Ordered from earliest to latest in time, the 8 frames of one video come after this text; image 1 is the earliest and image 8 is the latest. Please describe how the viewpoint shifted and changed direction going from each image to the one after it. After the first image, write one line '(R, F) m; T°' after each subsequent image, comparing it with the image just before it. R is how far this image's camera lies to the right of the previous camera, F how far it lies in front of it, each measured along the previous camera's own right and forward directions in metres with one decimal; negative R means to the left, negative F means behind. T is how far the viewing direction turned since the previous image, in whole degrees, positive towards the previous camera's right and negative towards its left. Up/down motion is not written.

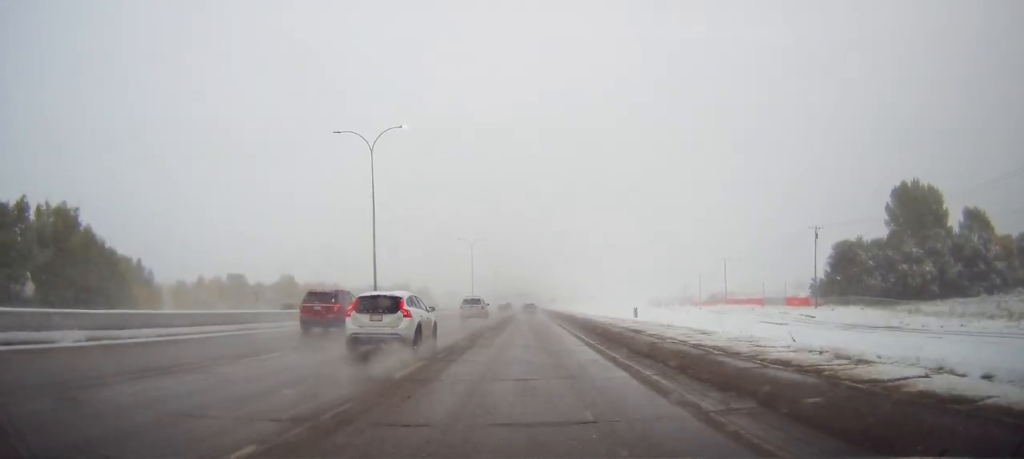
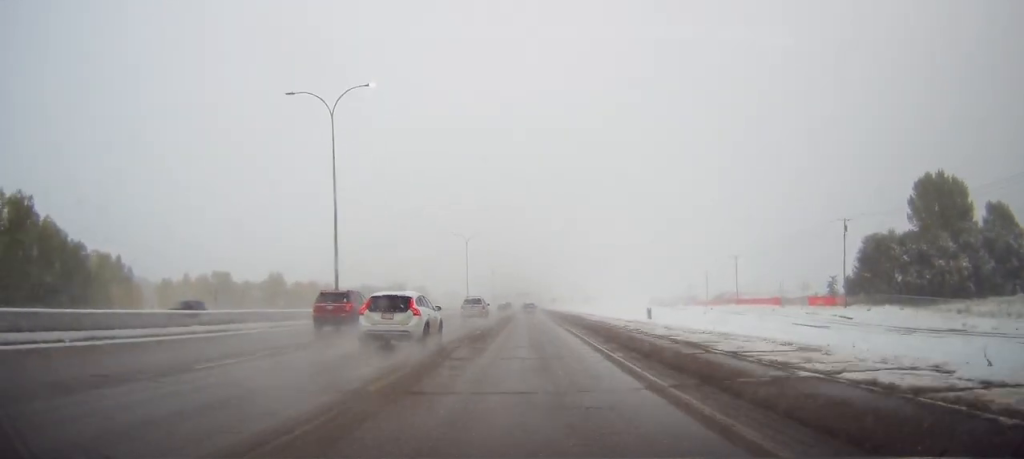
(+0.2, +10.8) m; -1°
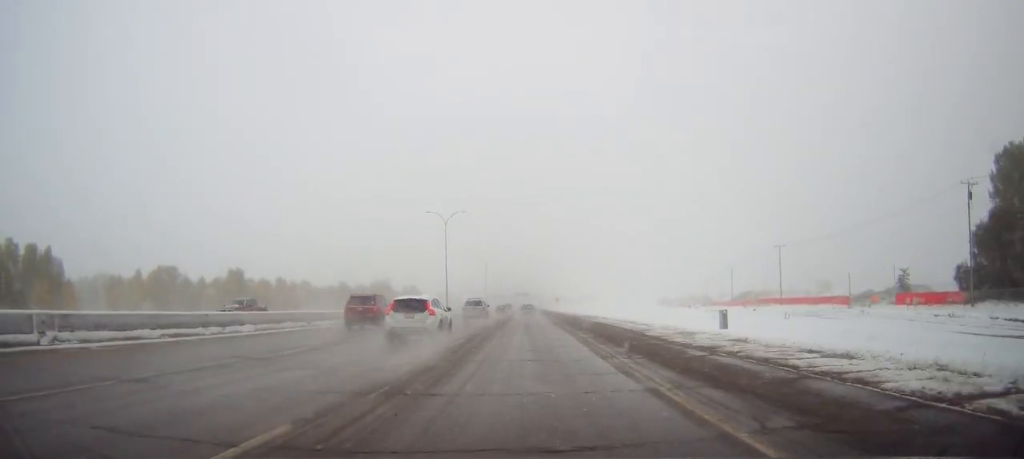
(-0.3, +32.2) m; +1°
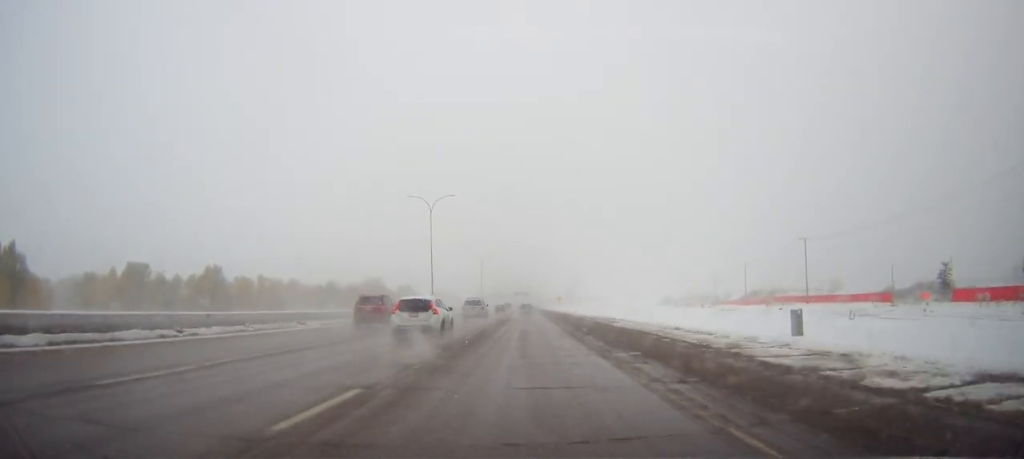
(+0.4, +14.6) m; +1°
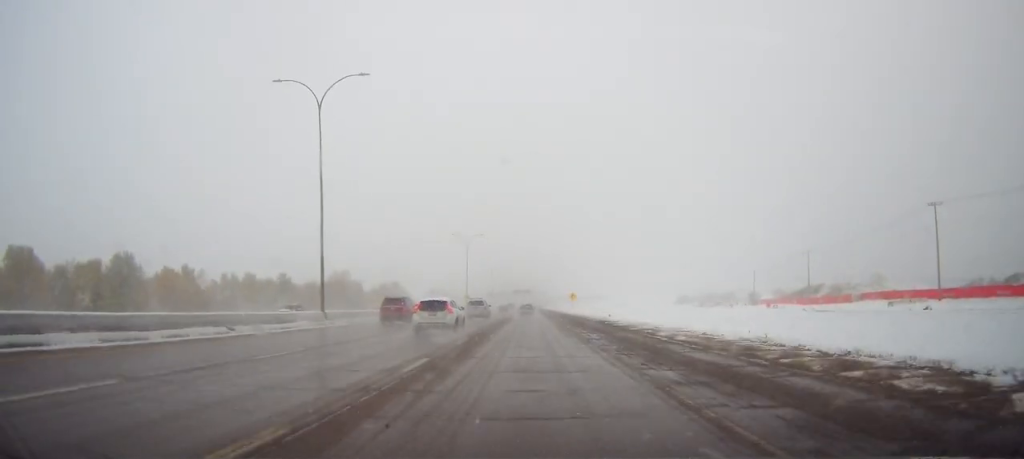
(-0.3, +47.0) m; 0°
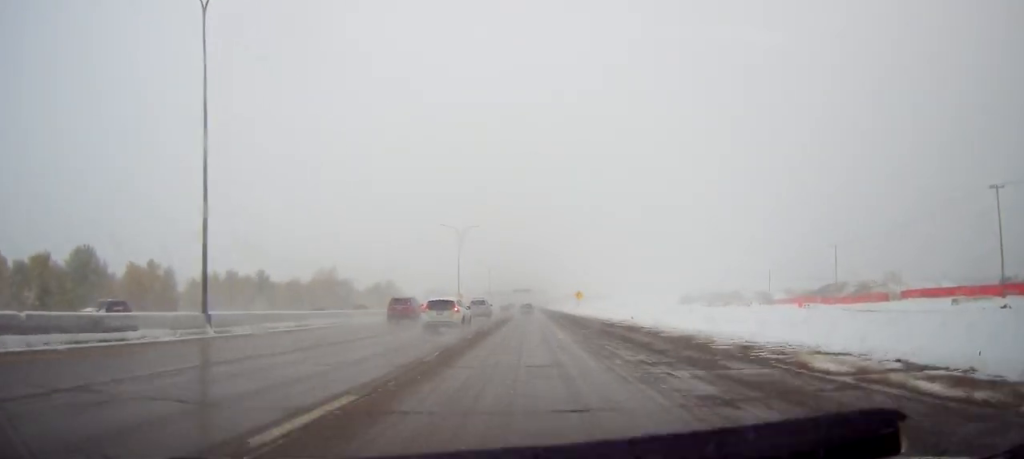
(0.0, +15.5) m; -1°
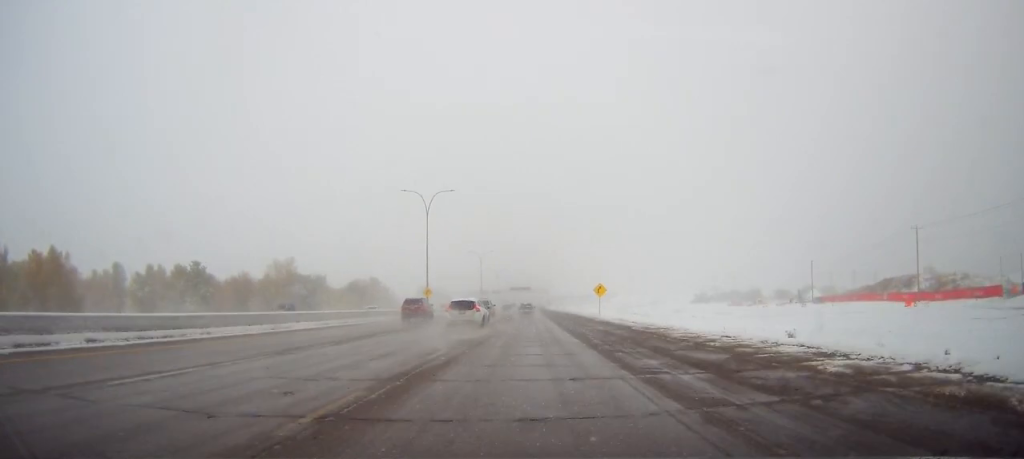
(-0.5, +34.7) m; -1°
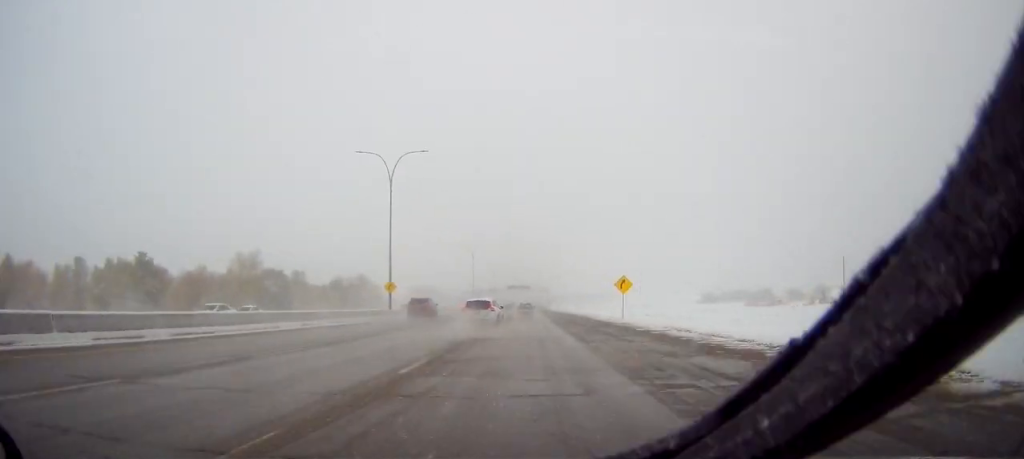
(0.0, +20.8) m; +1°
